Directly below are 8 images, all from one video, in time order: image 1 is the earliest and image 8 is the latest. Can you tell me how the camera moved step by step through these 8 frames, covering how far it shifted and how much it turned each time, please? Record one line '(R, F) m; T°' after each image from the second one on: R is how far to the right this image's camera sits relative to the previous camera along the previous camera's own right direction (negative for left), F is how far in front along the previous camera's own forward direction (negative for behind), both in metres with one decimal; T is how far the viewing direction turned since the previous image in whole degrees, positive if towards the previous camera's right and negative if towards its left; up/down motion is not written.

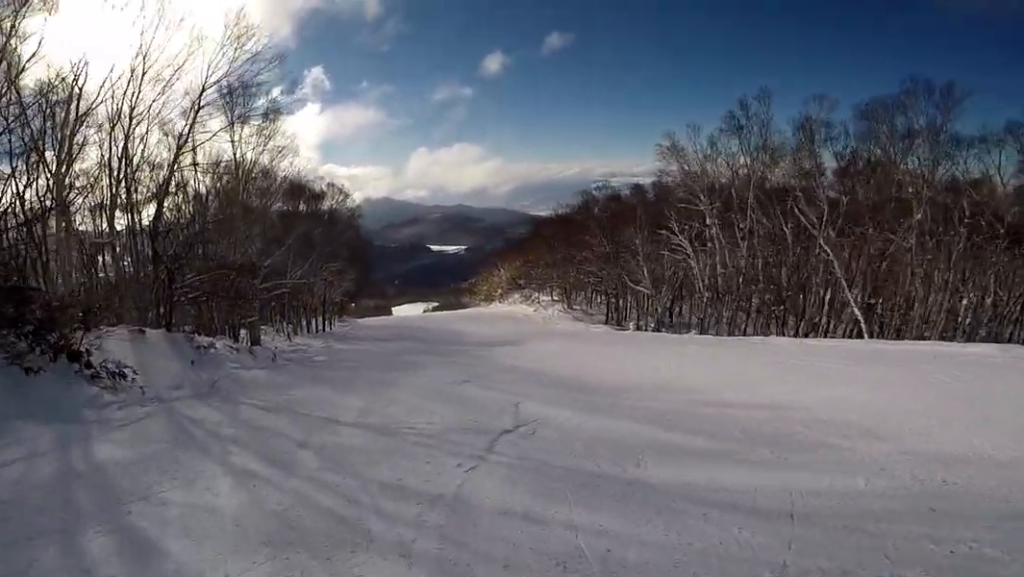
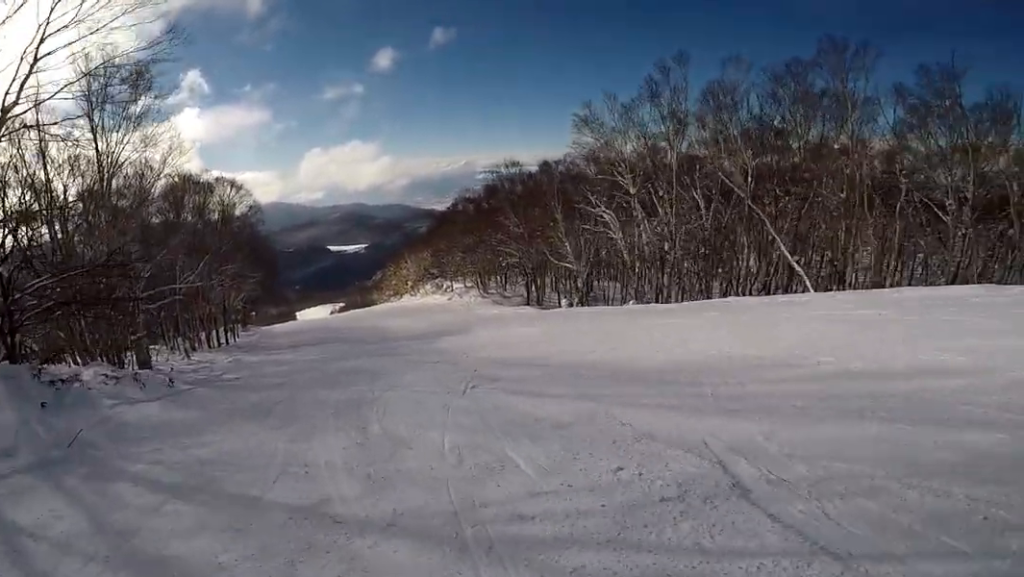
(-0.3, +3.4) m; +11°
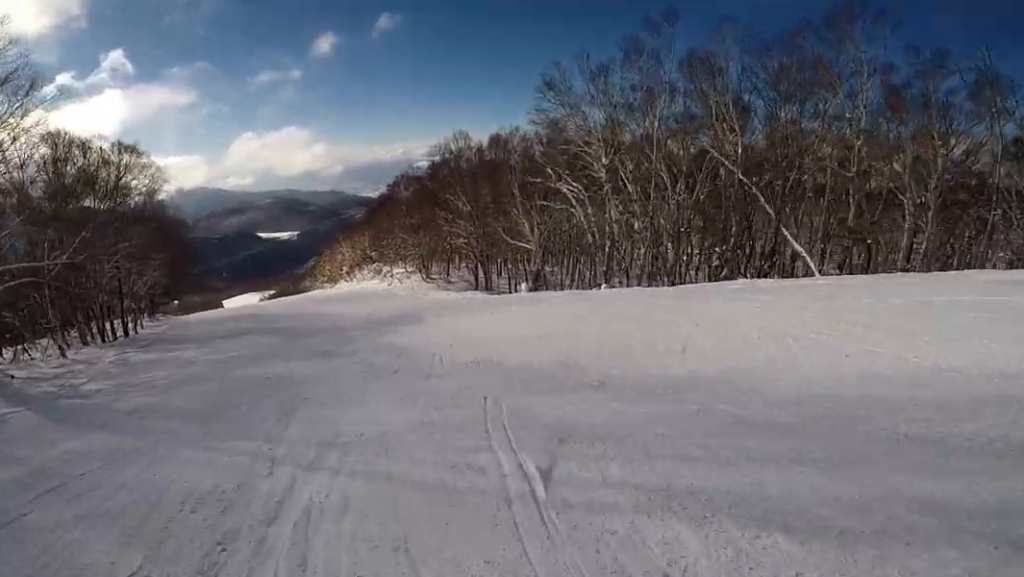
(+1.5, +5.1) m; +15°
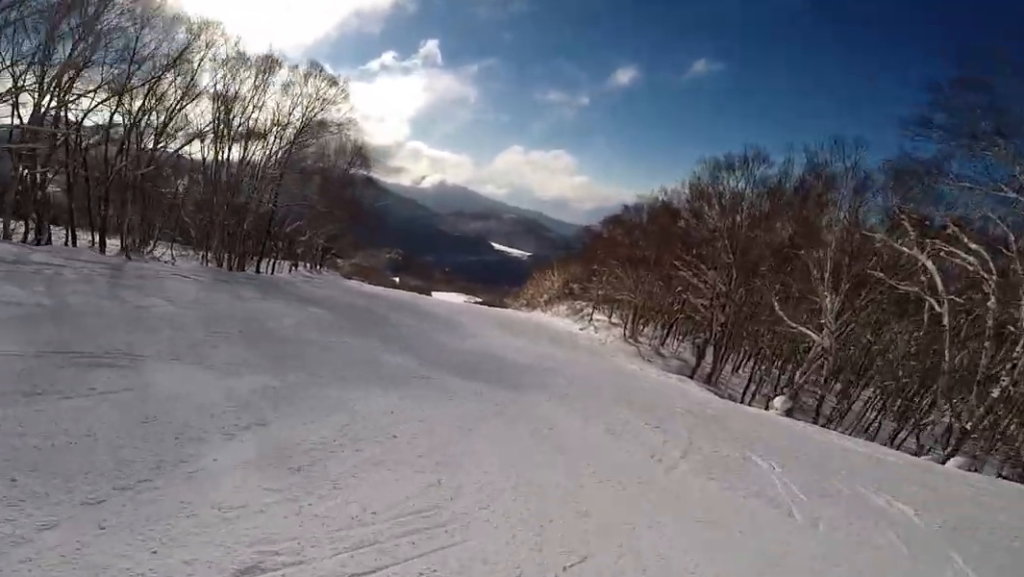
(-1.2, +11.1) m; -19°
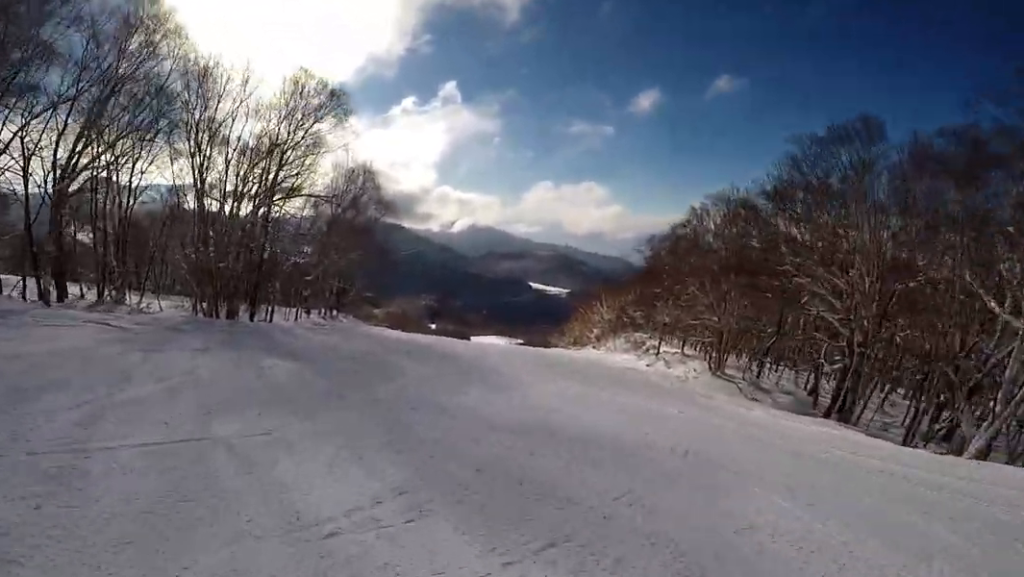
(-0.9, +6.7) m; -14°
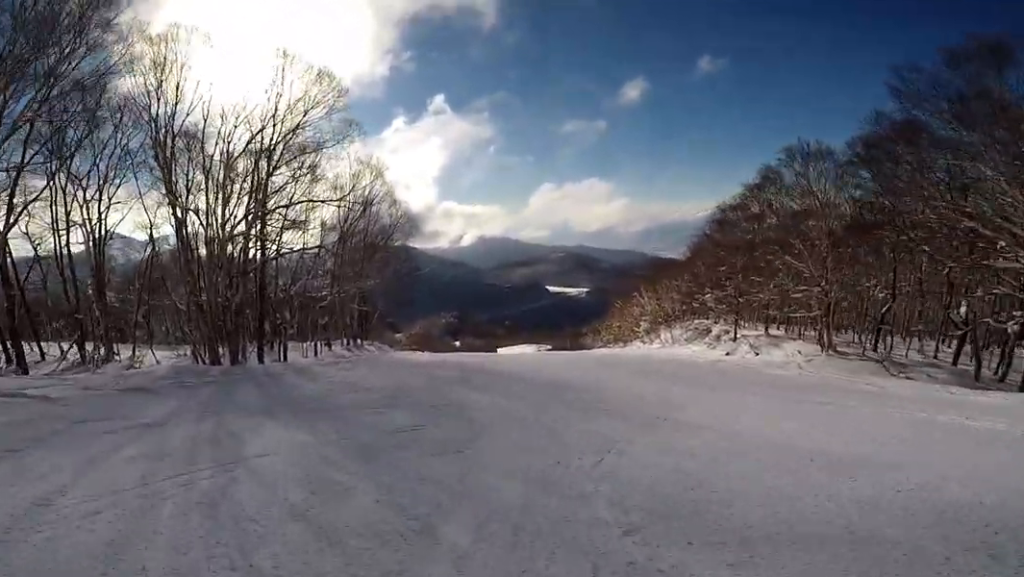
(-0.4, +5.7) m; -6°
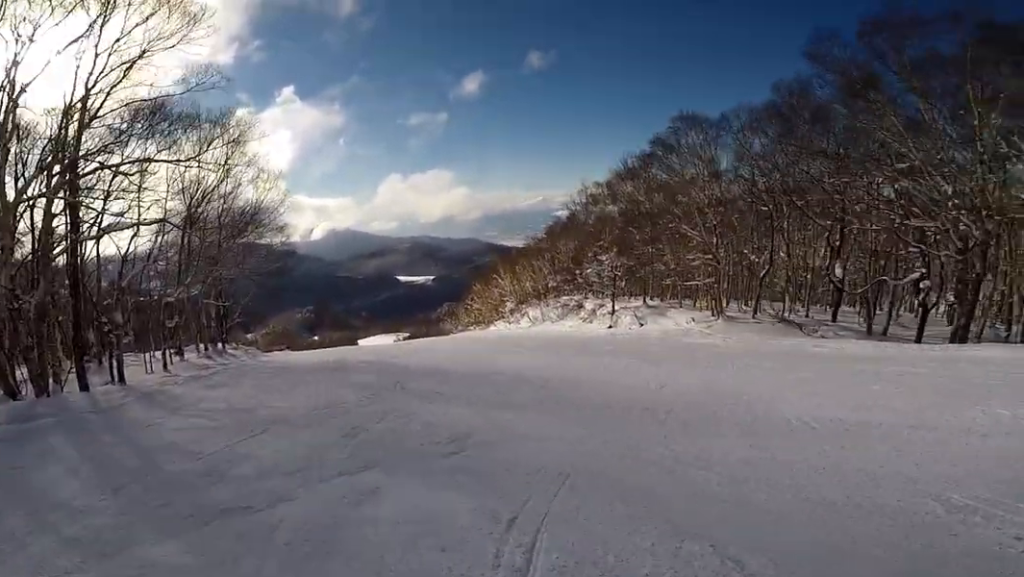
(-0.9, +5.7) m; +4°
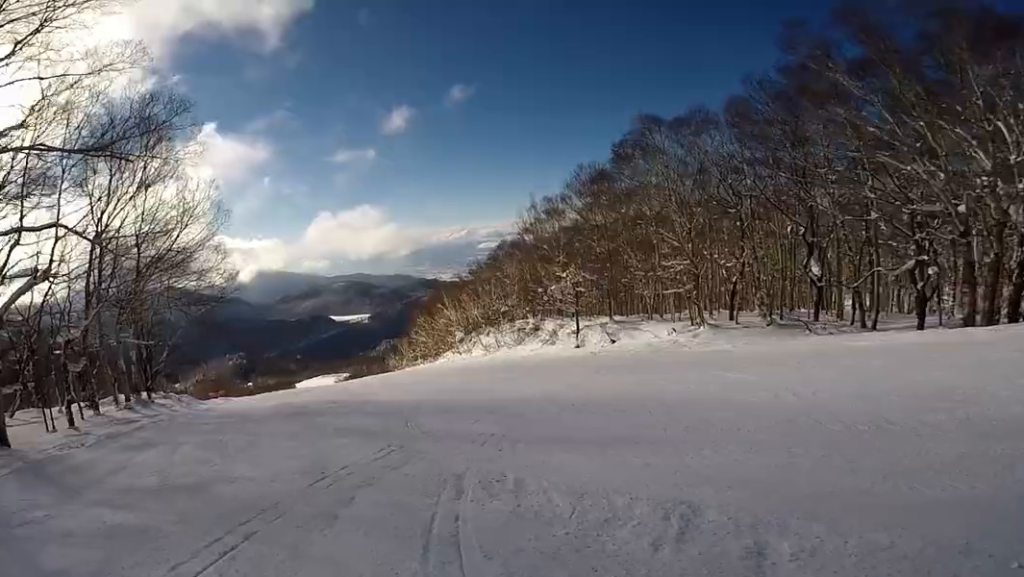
(+0.9, +4.0) m; +13°
